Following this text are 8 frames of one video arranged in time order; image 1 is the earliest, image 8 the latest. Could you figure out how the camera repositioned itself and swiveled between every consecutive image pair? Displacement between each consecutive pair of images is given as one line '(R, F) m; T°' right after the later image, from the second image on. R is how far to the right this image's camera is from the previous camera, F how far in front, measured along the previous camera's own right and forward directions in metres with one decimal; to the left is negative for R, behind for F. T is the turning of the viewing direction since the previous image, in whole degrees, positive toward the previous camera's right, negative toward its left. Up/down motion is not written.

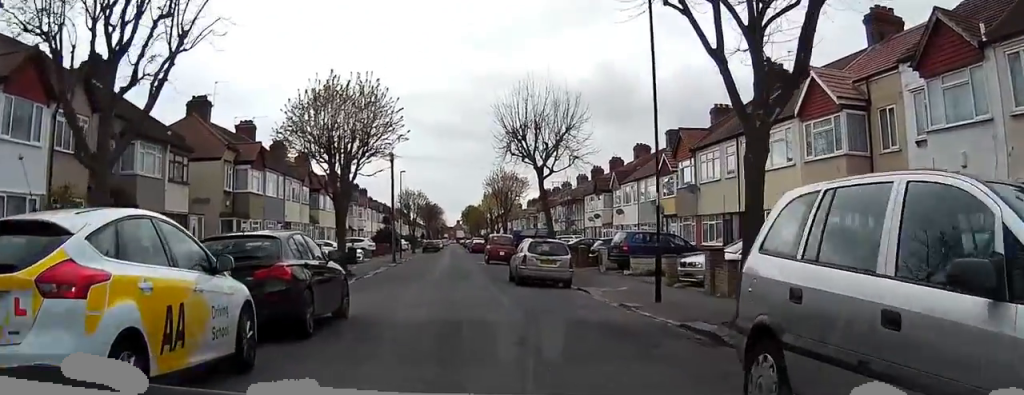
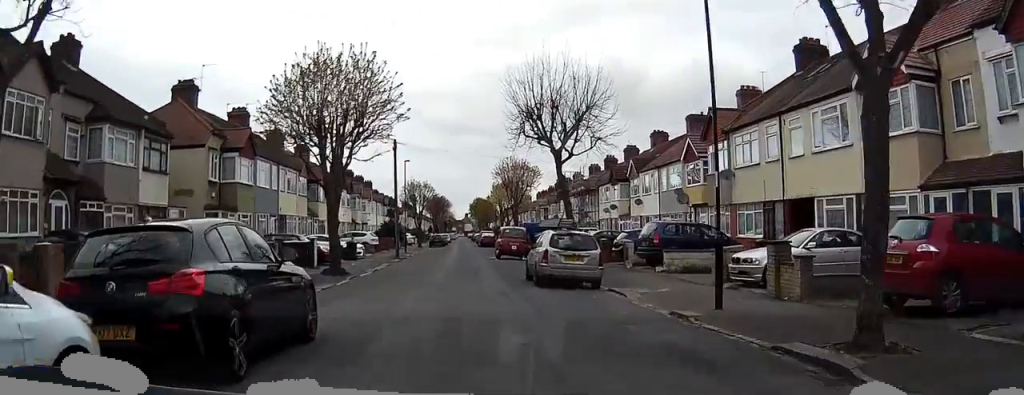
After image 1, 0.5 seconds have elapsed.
(-0.1, +3.5) m; -1°
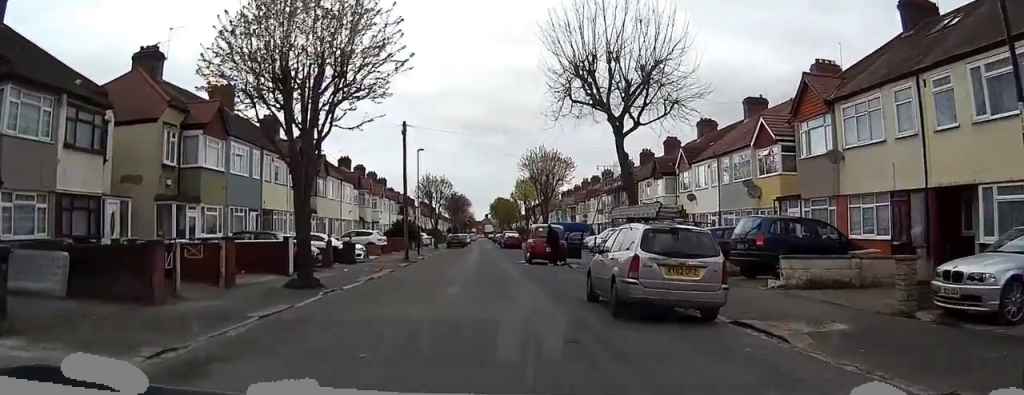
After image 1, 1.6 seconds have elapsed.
(-0.1, +7.8) m; -2°
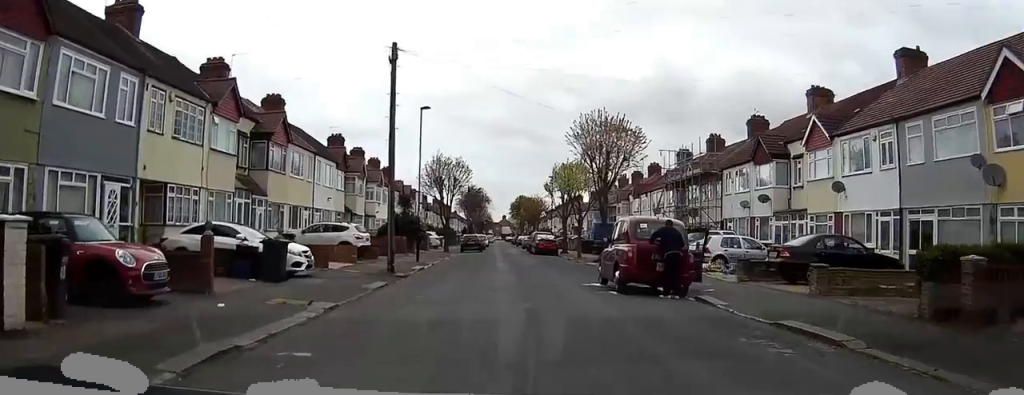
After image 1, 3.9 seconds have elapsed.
(-0.3, +15.9) m; -1°
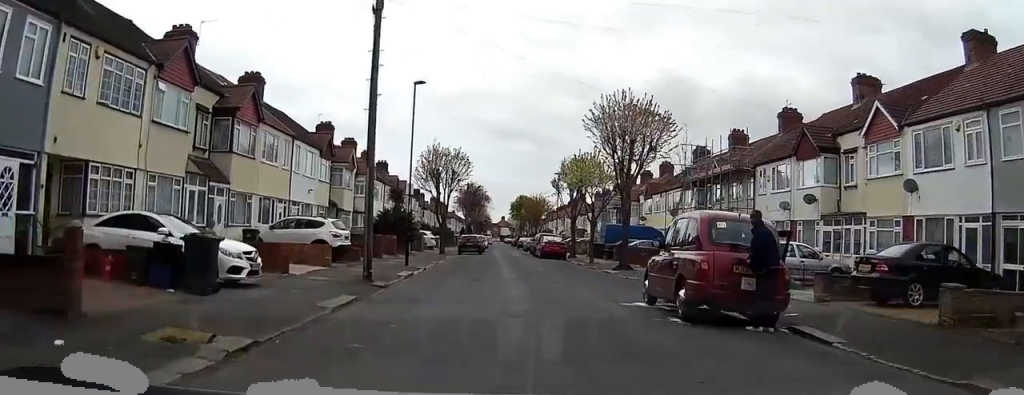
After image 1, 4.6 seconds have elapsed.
(0.0, +5.2) m; -1°
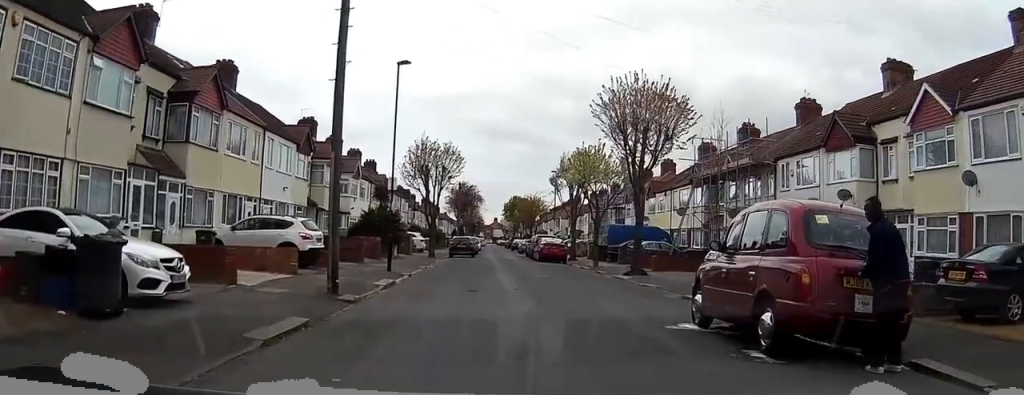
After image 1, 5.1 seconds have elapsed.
(0.0, +3.6) m; 0°
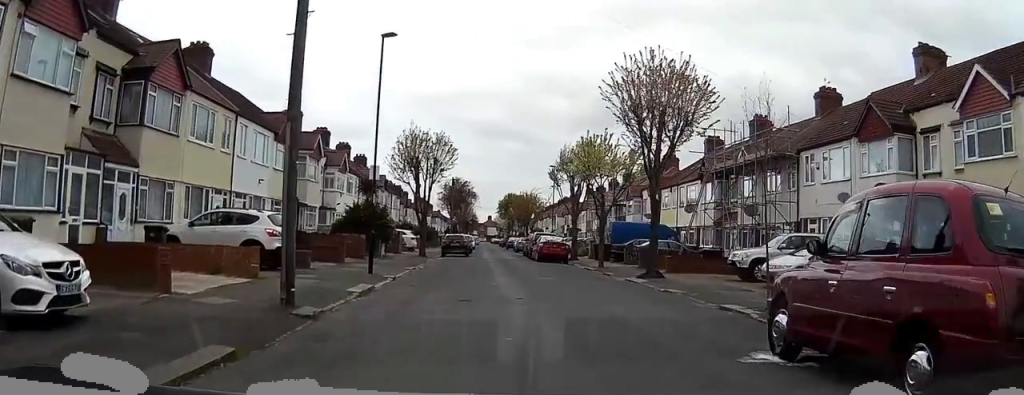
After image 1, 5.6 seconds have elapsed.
(-0.1, +2.9) m; +1°
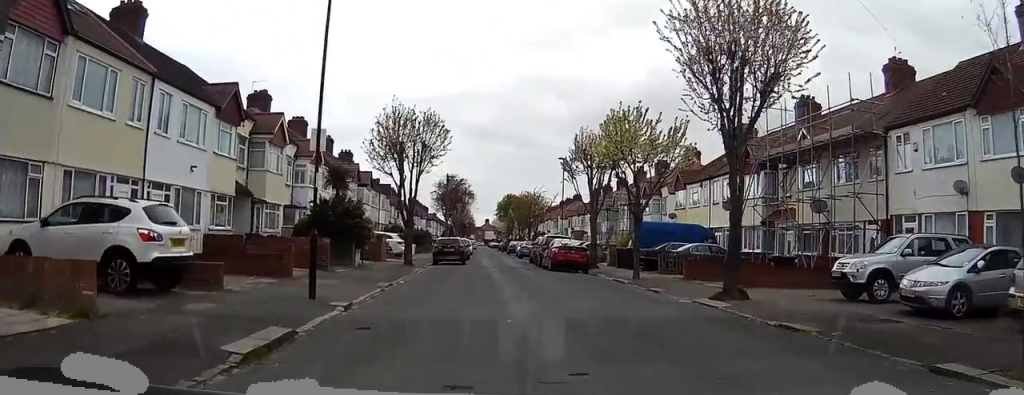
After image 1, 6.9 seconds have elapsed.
(+0.2, +7.2) m; 0°
